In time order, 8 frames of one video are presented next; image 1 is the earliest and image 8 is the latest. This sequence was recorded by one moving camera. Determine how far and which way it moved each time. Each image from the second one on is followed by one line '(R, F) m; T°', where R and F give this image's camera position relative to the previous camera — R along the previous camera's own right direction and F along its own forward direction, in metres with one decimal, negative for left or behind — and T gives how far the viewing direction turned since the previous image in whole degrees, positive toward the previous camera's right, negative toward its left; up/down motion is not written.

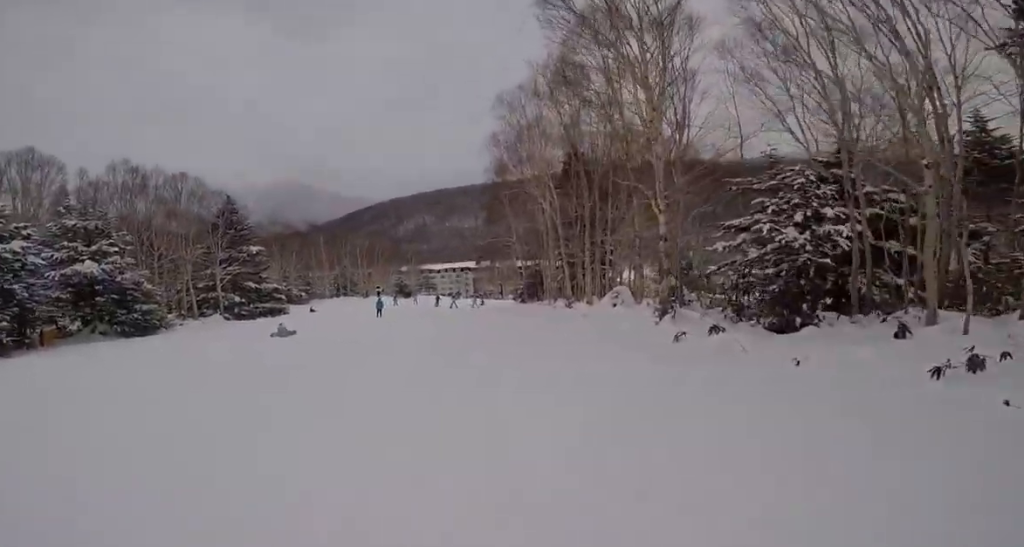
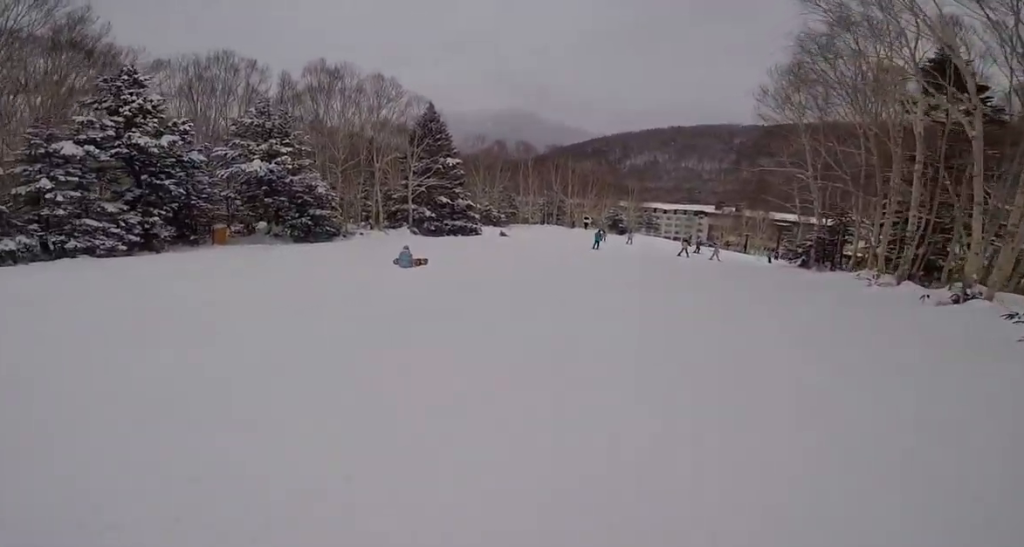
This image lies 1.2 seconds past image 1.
(-1.4, +8.1) m; -10°
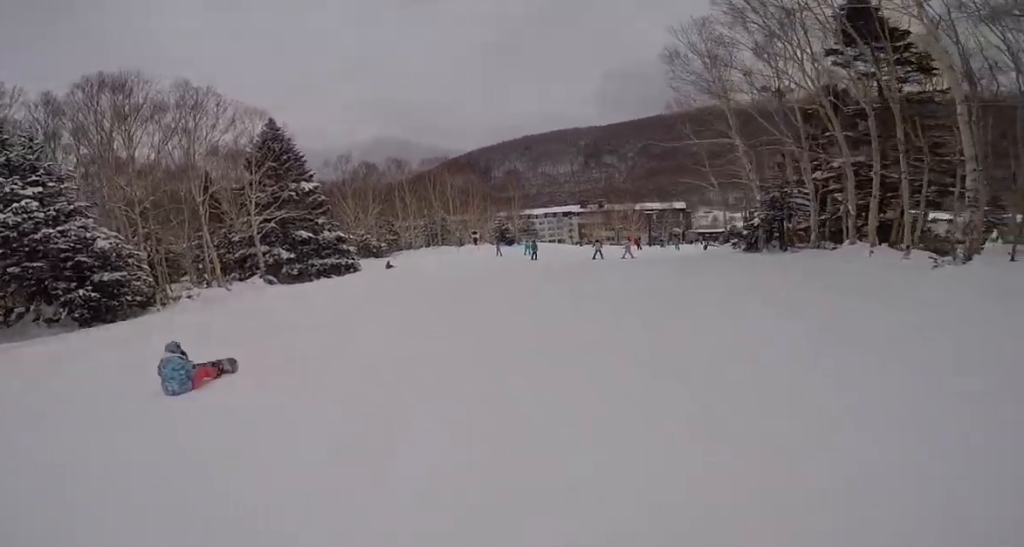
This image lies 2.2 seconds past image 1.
(+0.2, +6.8) m; +8°
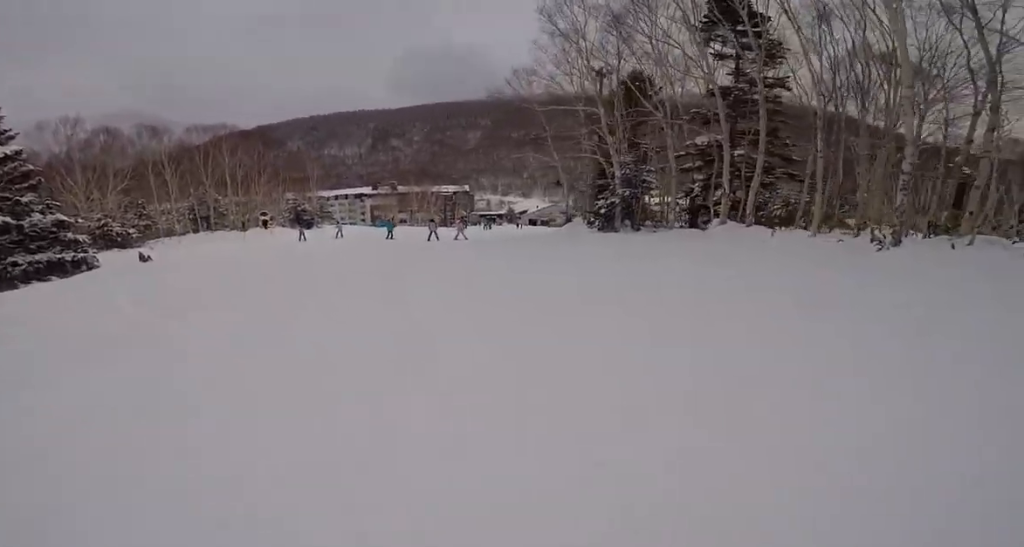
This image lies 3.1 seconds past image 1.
(+0.5, +5.2) m; +12°
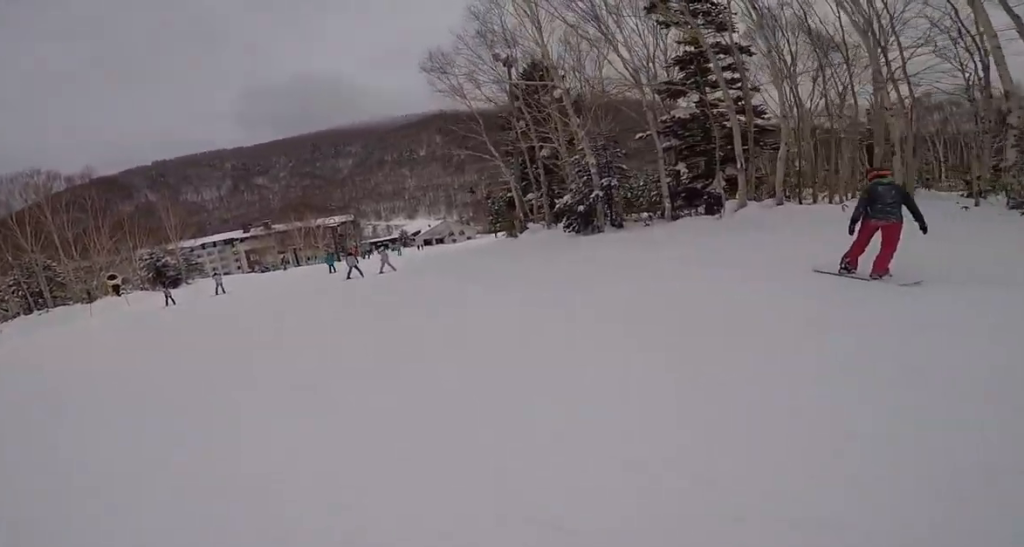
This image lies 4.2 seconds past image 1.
(+0.8, +5.6) m; +25°
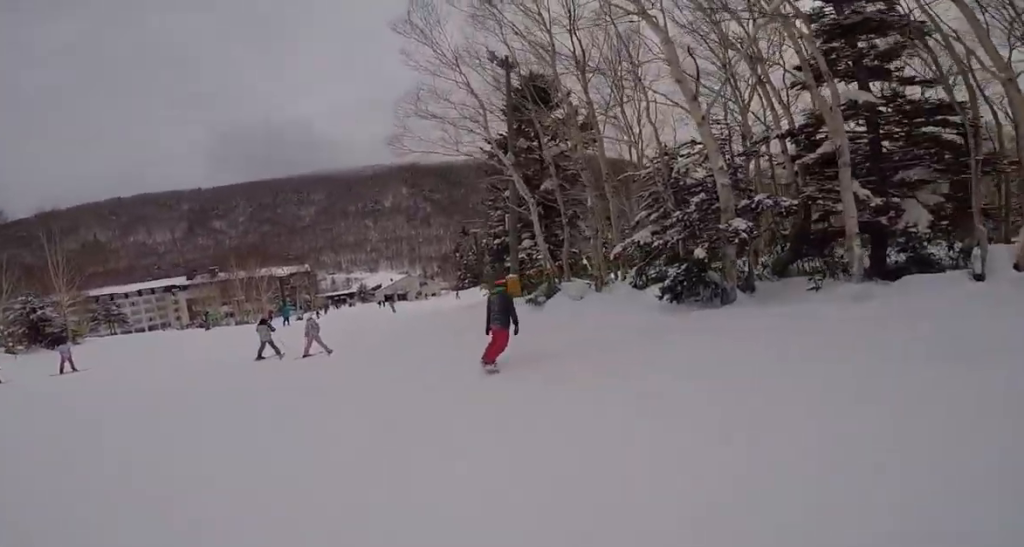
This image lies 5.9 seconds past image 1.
(+2.4, +8.4) m; +7°
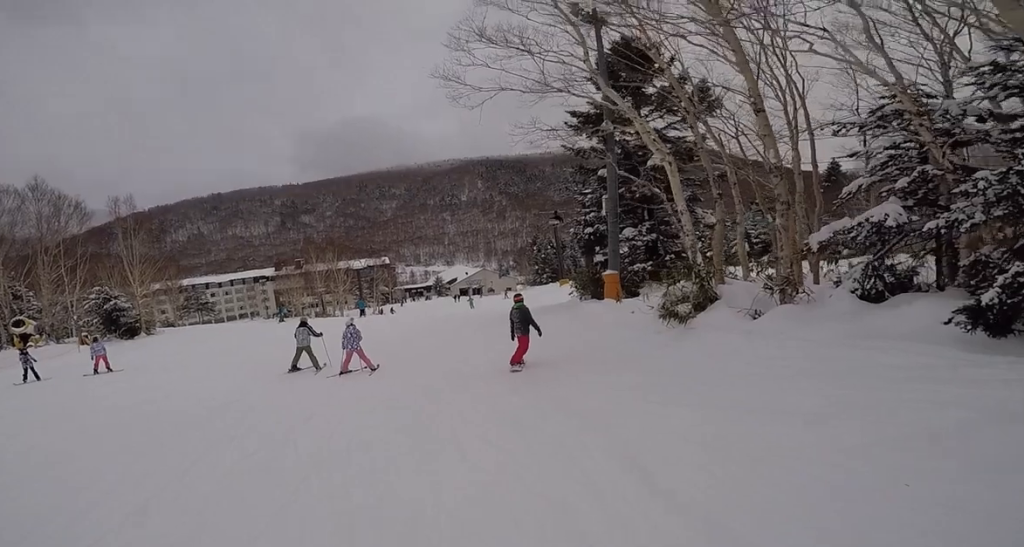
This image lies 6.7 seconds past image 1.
(-1.0, +4.4) m; -14°
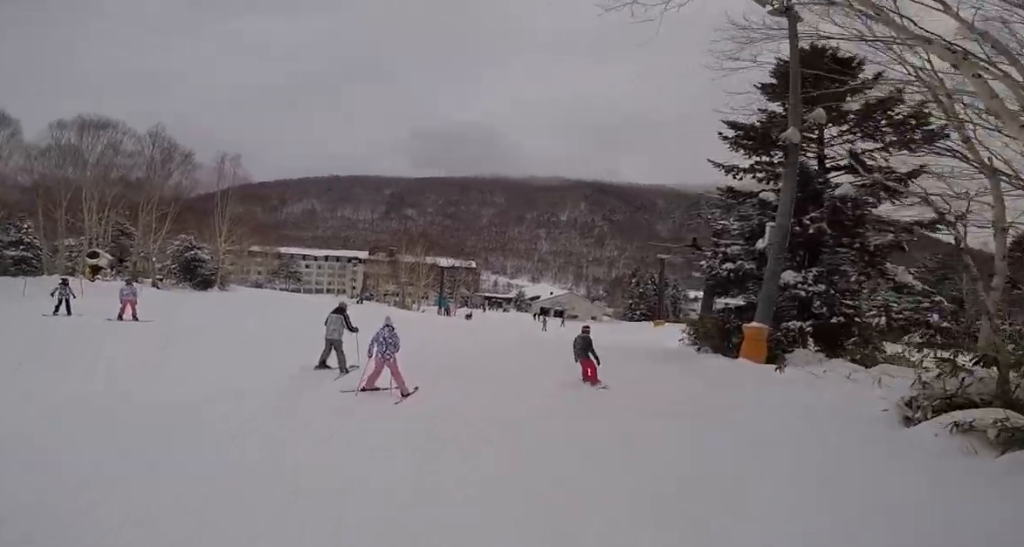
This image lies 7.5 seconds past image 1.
(0.0, +4.3) m; -1°
